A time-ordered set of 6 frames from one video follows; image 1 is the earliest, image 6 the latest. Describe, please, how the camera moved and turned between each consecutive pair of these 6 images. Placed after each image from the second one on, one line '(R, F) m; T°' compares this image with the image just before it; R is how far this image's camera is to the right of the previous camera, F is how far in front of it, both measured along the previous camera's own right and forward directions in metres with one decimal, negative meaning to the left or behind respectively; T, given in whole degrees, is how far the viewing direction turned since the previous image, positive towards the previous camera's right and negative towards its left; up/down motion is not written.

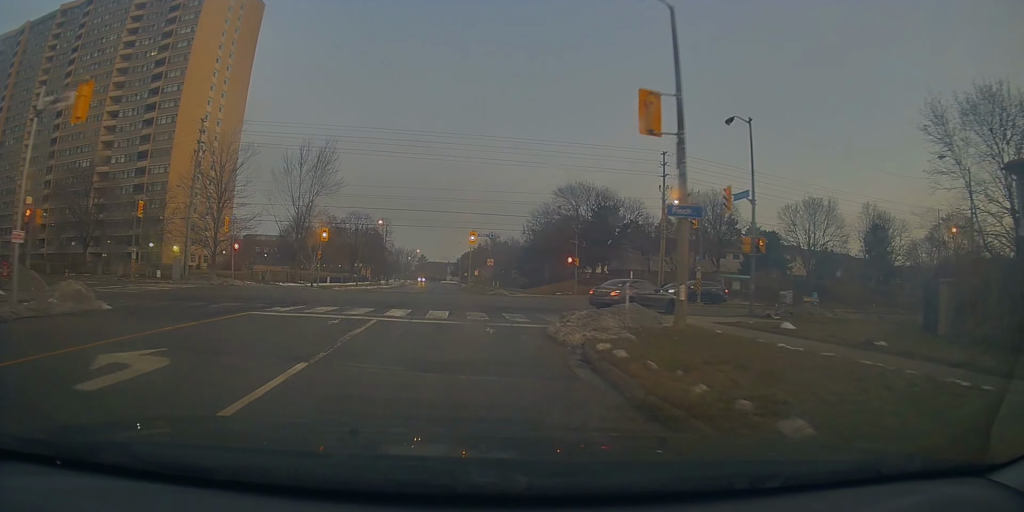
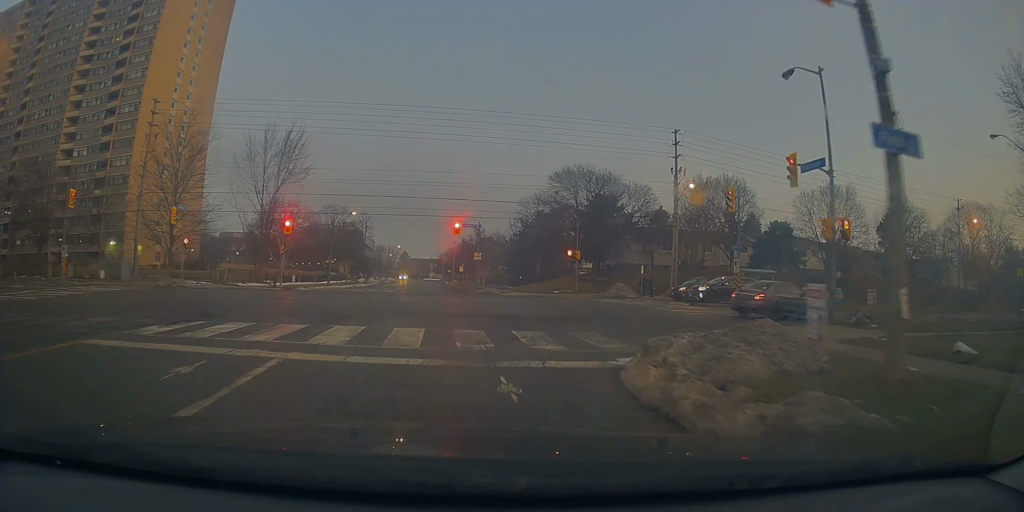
(0.0, +8.3) m; 0°
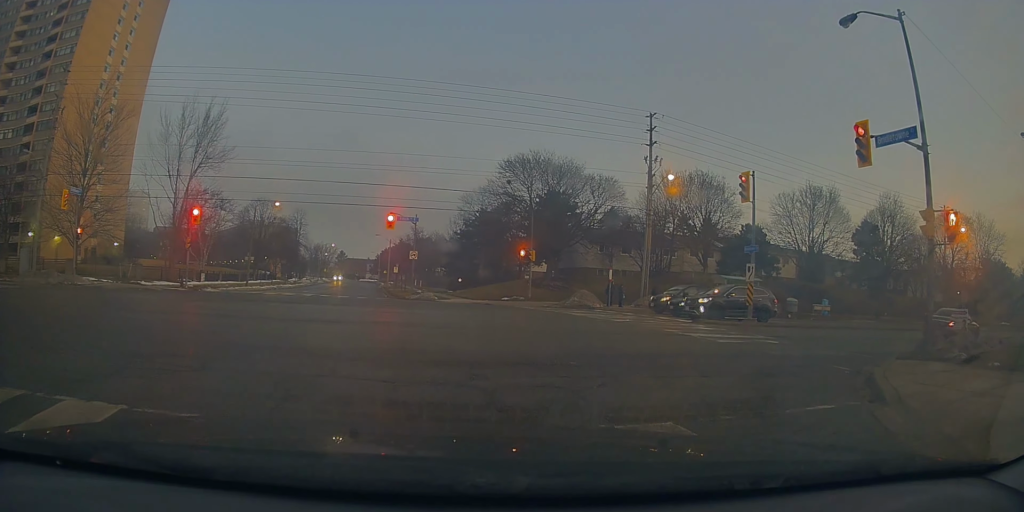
(+0.1, +11.1) m; +3°
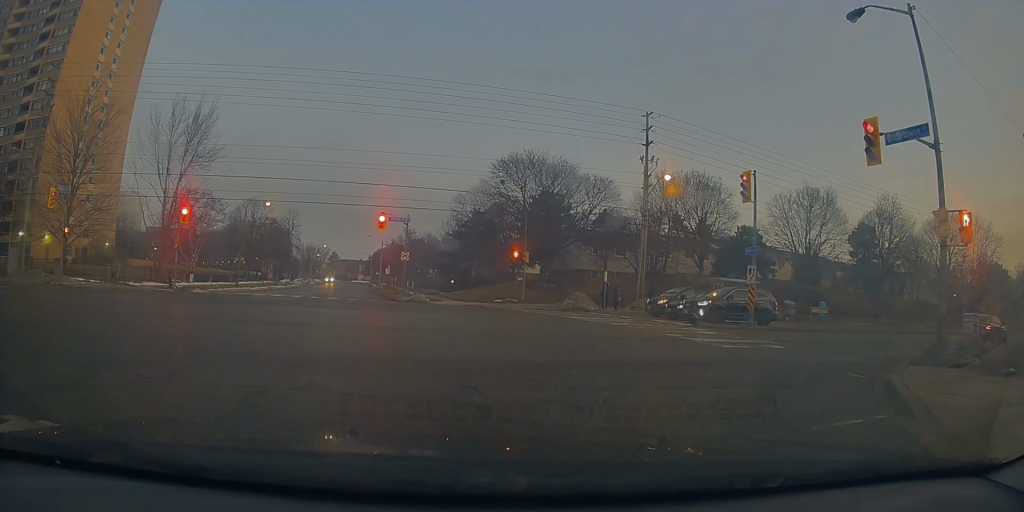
(+0.2, +2.3) m; -1°
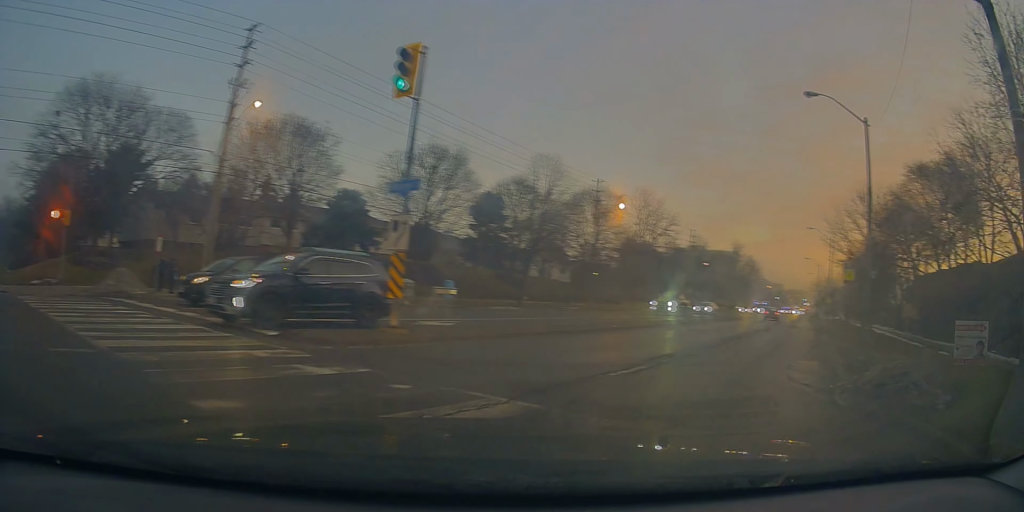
(+3.0, +8.7) m; +47°
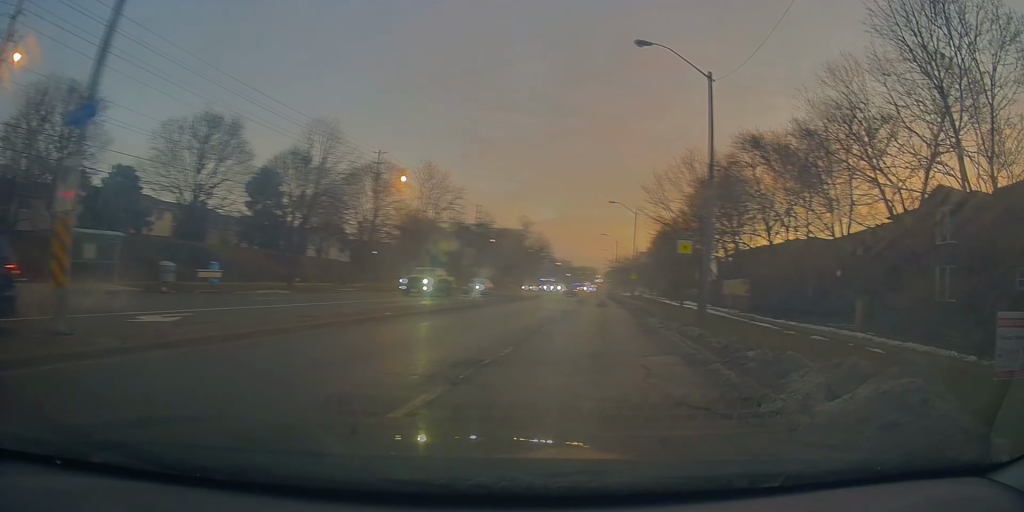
(+0.6, +4.2) m; +14°
